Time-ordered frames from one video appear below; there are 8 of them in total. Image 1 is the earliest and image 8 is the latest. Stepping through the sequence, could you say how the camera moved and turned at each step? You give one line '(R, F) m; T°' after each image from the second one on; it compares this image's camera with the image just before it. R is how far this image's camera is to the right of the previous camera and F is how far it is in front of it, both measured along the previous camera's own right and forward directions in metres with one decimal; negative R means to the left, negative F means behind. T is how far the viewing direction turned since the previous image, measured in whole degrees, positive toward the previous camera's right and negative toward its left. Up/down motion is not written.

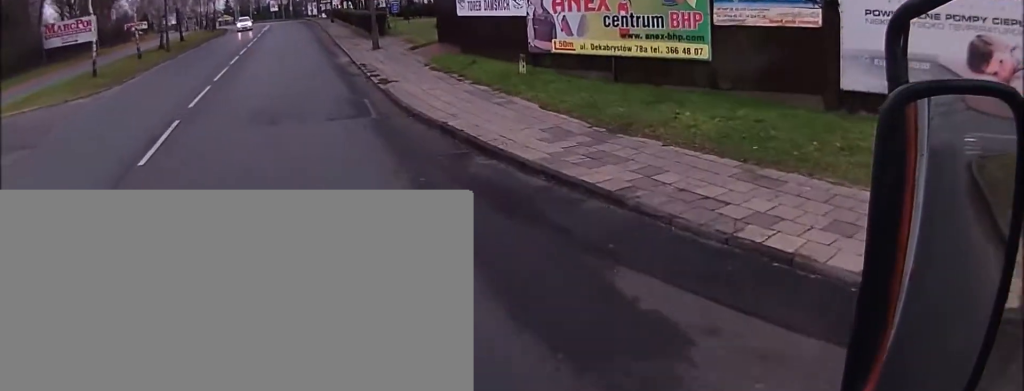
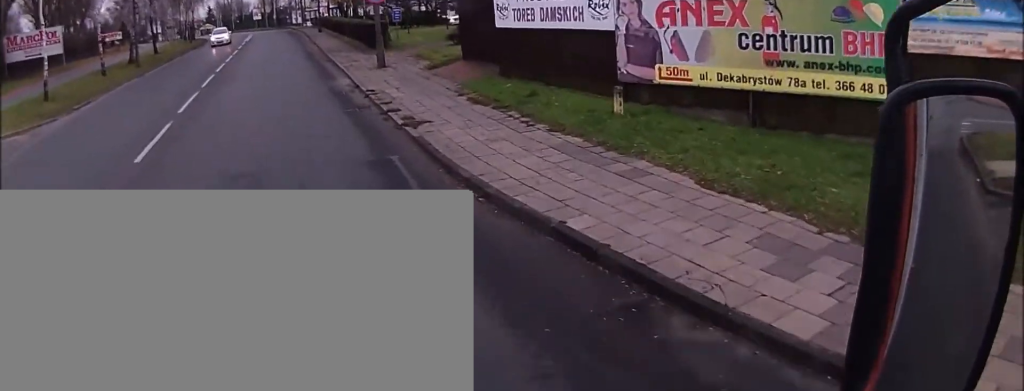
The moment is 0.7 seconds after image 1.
(-0.1, +5.1) m; +1°
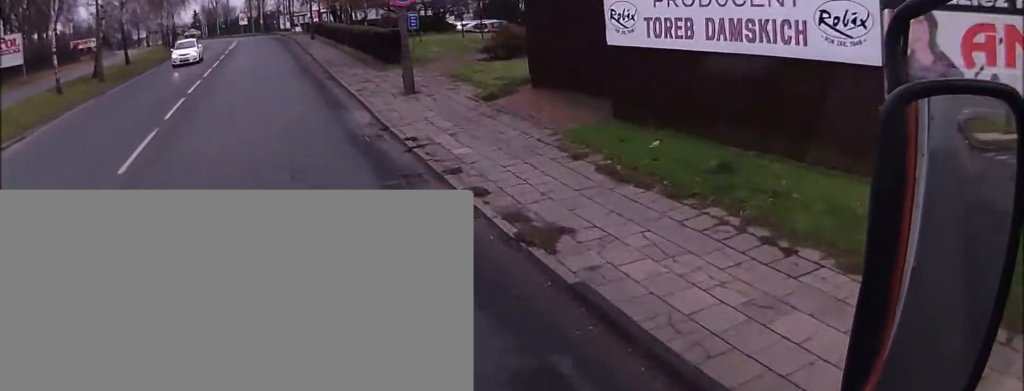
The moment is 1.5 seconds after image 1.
(-0.2, +5.9) m; +5°
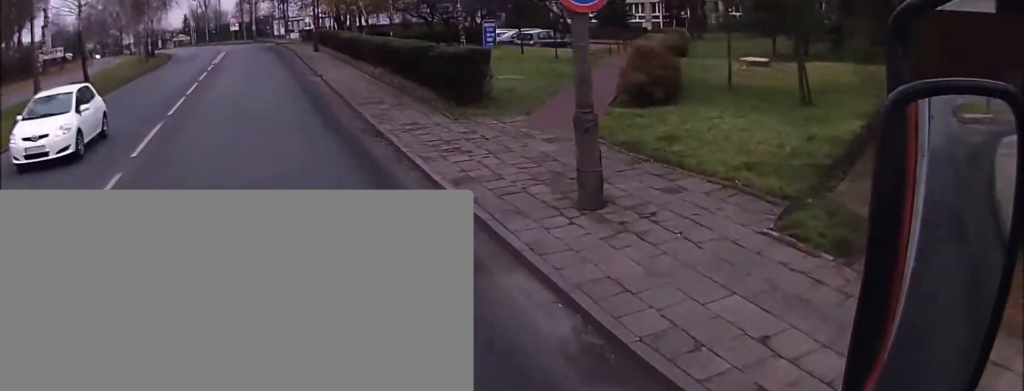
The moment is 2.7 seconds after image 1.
(+1.2, +8.7) m; +7°
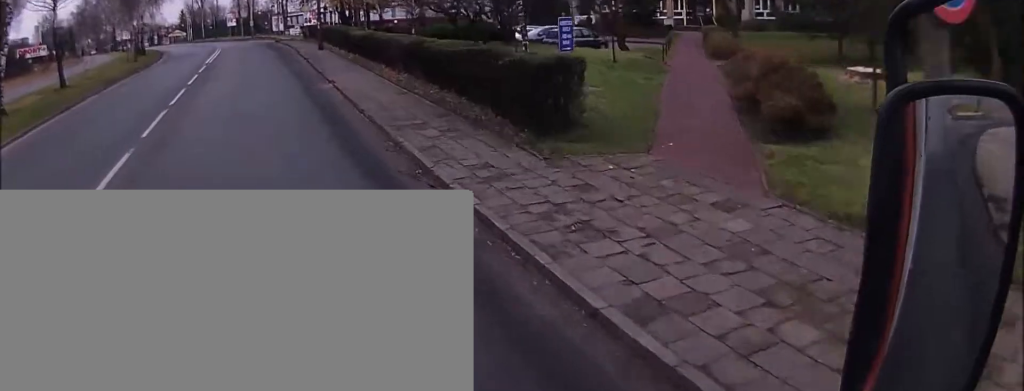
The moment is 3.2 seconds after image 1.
(+0.5, +3.8) m; -4°
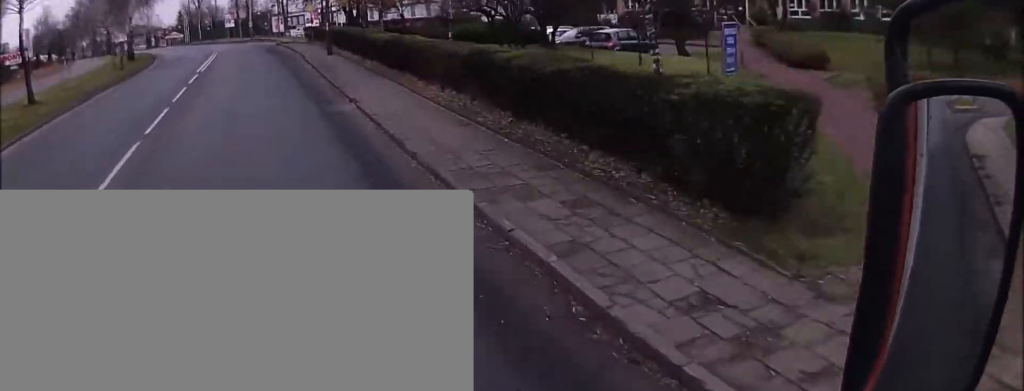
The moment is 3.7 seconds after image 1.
(-0.5, +5.0) m; -4°
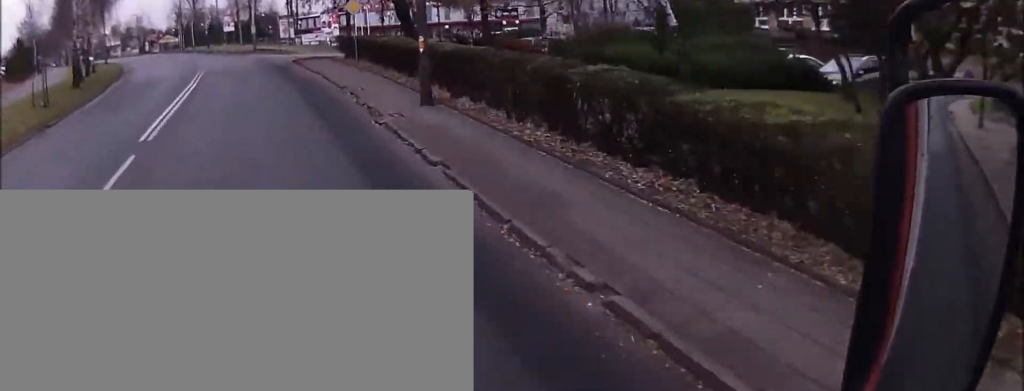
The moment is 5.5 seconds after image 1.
(-1.1, +19.4) m; -1°
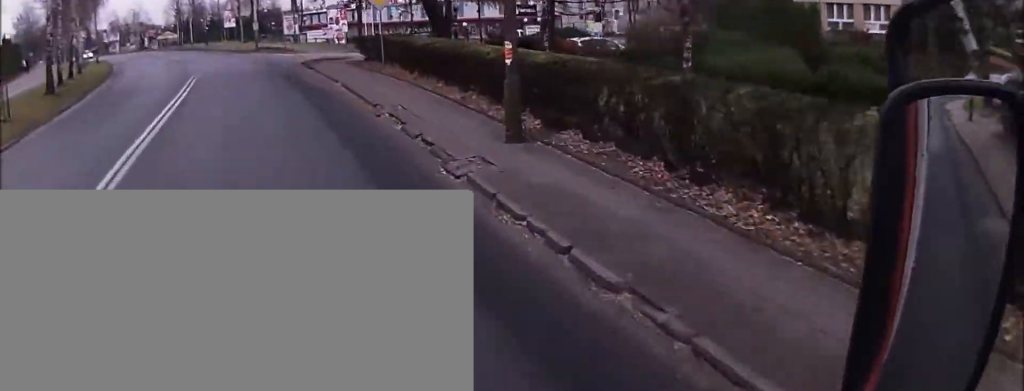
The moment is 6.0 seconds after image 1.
(0.0, +5.4) m; 0°
